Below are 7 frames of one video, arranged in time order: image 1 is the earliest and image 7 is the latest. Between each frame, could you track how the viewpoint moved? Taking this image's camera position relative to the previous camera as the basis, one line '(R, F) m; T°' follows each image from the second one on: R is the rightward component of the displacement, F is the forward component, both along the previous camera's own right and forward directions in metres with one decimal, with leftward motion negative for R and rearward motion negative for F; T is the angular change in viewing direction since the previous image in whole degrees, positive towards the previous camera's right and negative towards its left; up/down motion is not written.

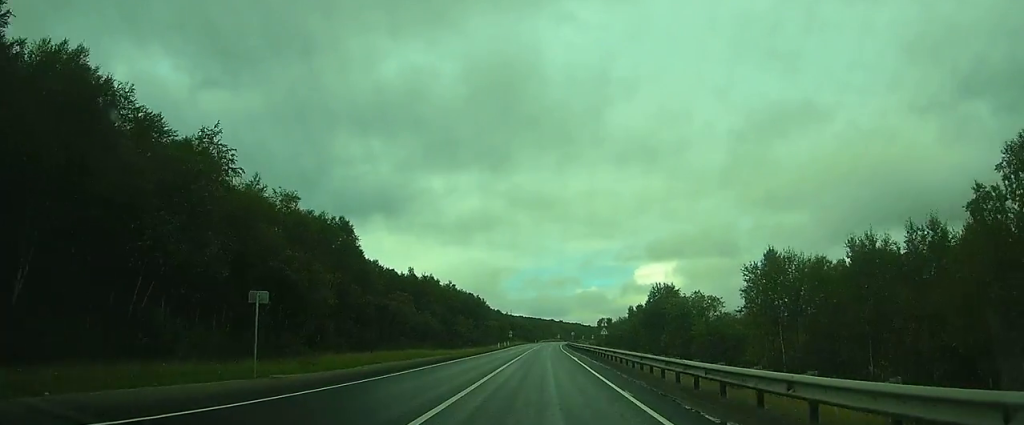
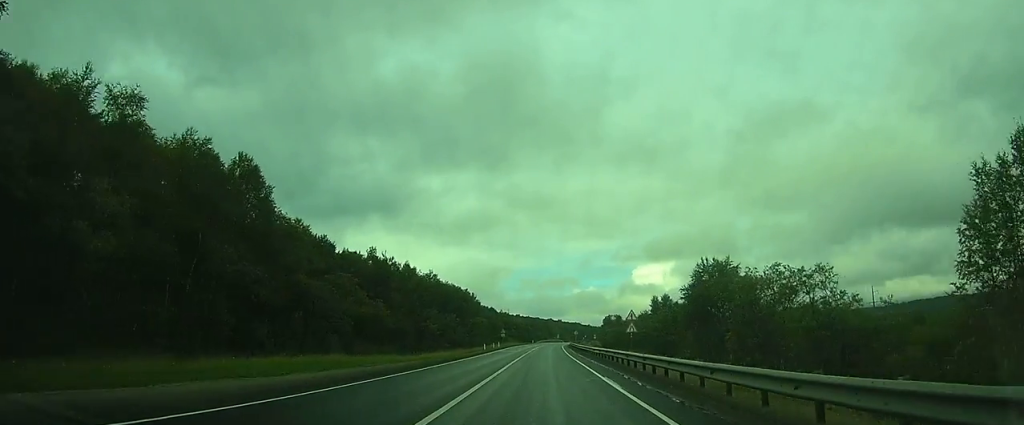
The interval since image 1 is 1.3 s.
(+0.1, +19.2) m; +1°
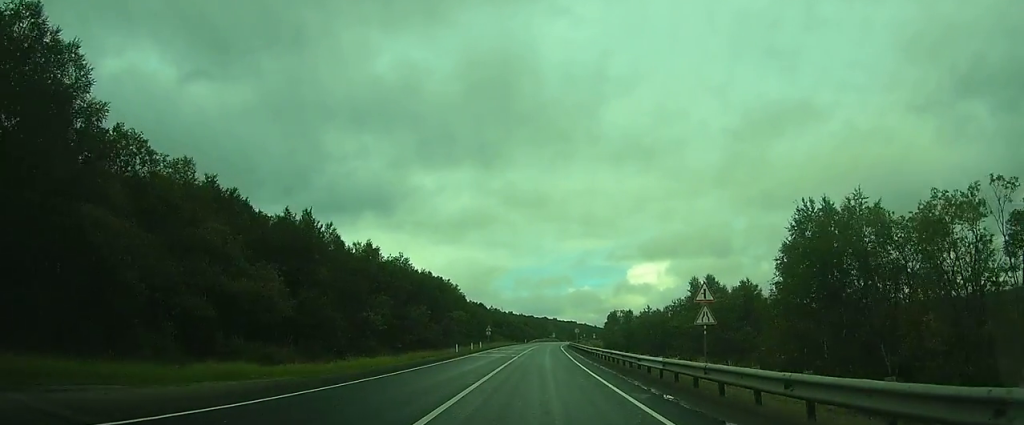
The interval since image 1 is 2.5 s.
(0.0, +19.1) m; 0°
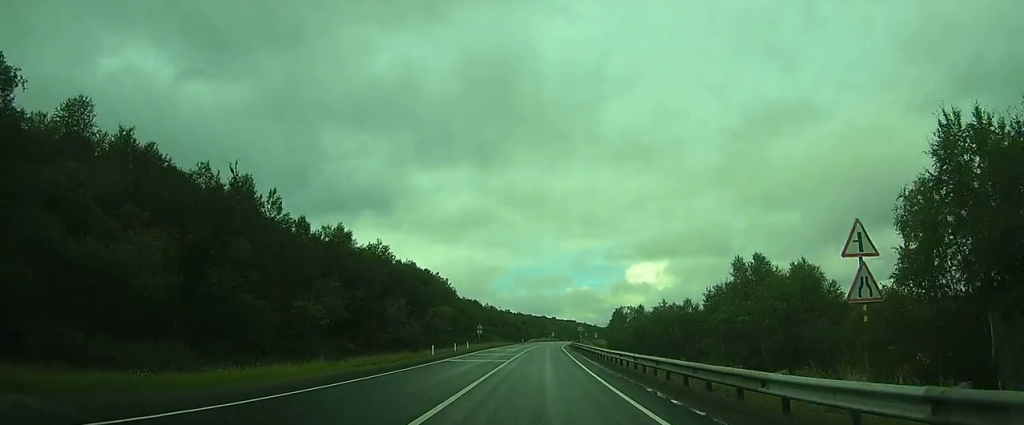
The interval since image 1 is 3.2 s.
(0.0, +10.9) m; 0°
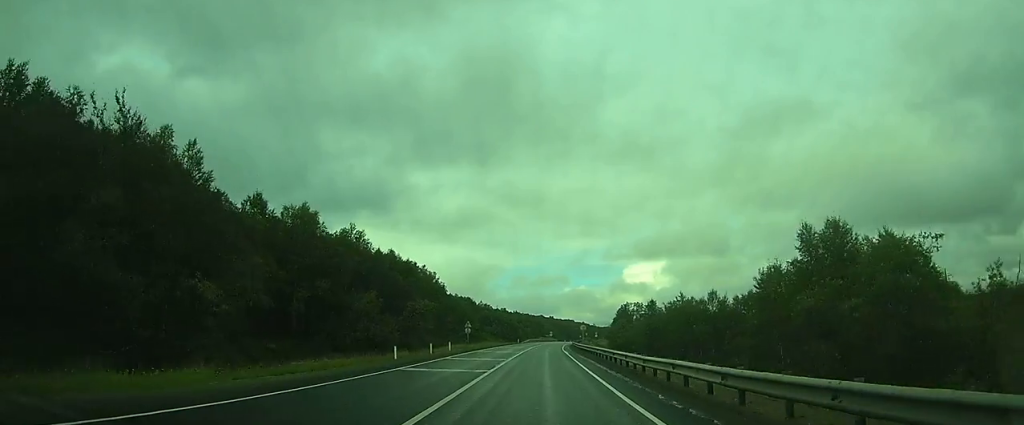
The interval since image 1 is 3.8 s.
(0.0, +10.1) m; 0°
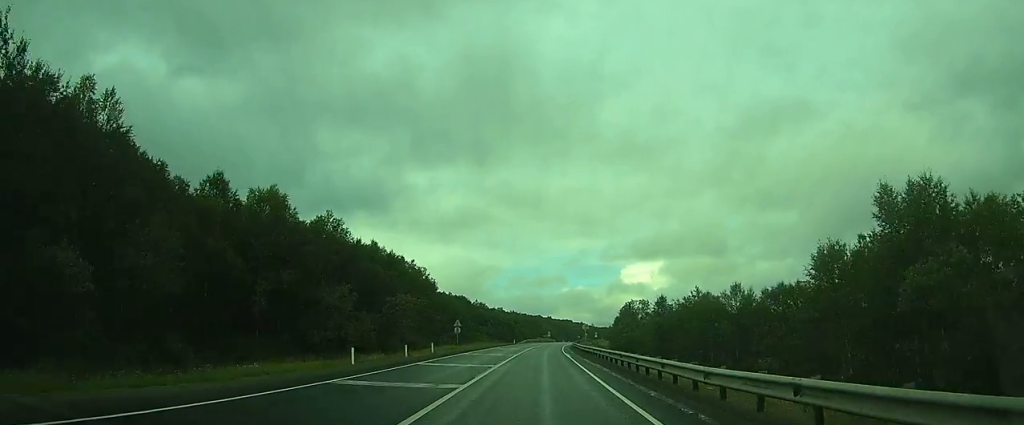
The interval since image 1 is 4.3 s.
(0.0, +6.9) m; 0°
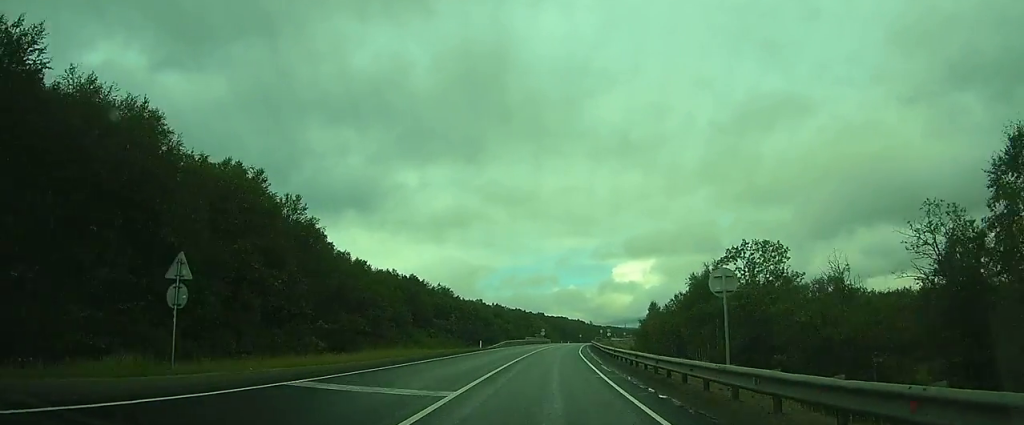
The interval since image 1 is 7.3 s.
(+0.1, +50.1) m; 0°
